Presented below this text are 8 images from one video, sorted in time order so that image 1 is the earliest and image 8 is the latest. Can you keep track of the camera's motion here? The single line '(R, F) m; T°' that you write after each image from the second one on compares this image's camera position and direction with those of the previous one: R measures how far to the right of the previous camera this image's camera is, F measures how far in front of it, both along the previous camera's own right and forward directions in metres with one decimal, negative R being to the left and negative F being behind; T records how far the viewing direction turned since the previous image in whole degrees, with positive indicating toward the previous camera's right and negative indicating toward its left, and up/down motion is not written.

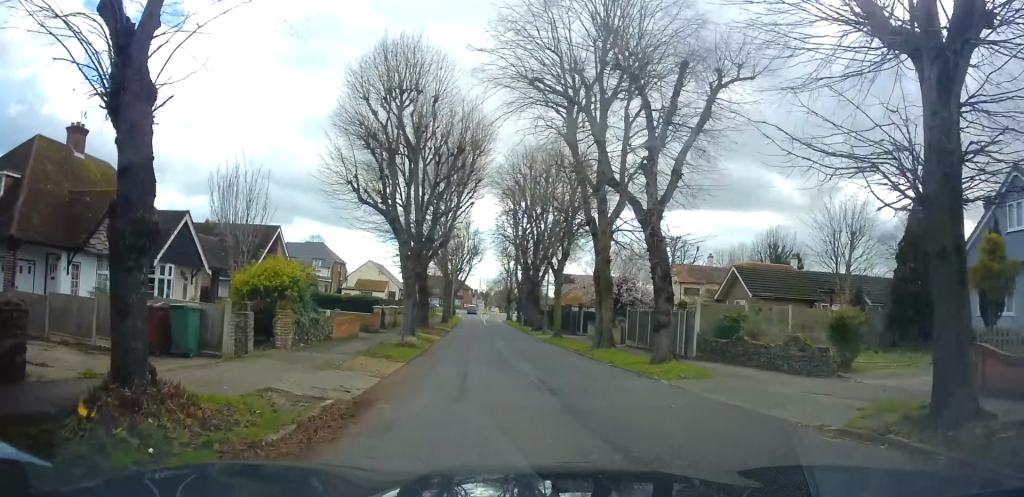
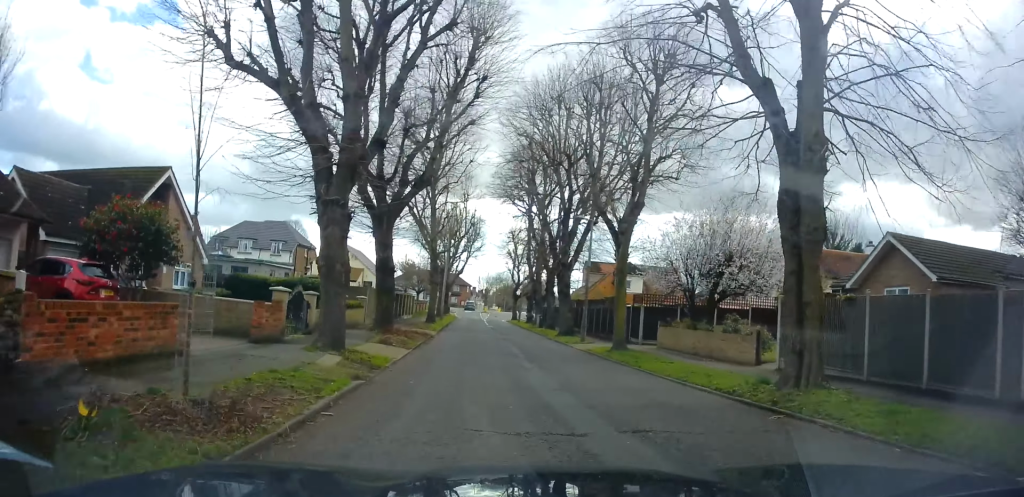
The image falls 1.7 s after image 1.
(+0.2, +15.0) m; +1°
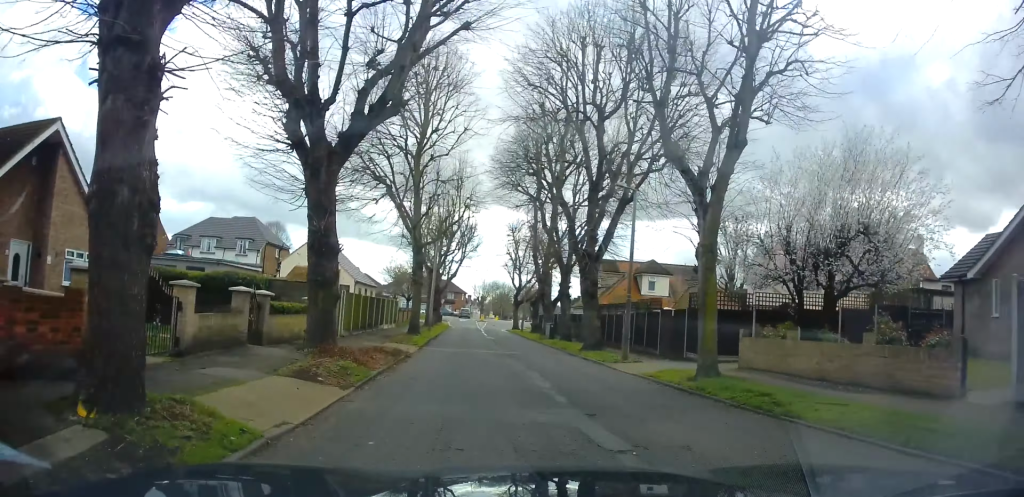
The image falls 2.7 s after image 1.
(+0.2, +7.9) m; -1°
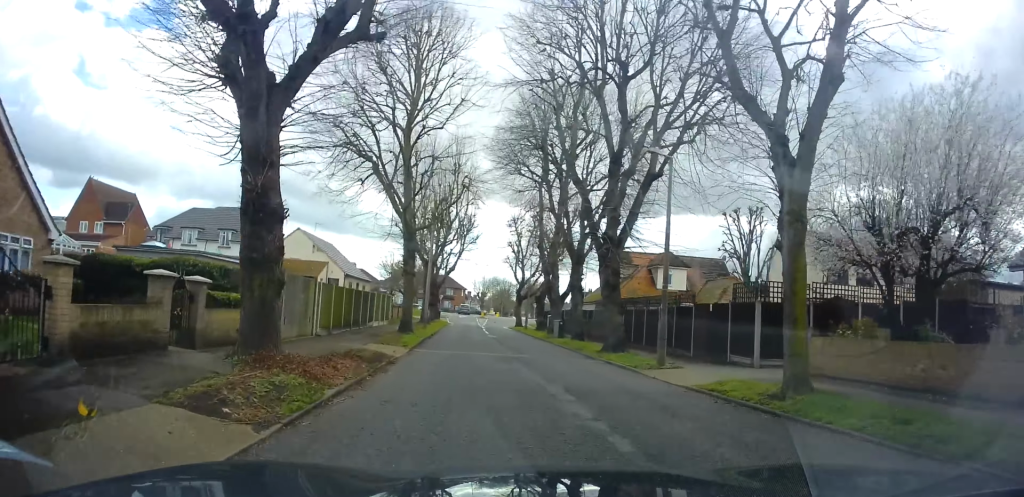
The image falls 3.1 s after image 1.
(-0.1, +3.6) m; -1°
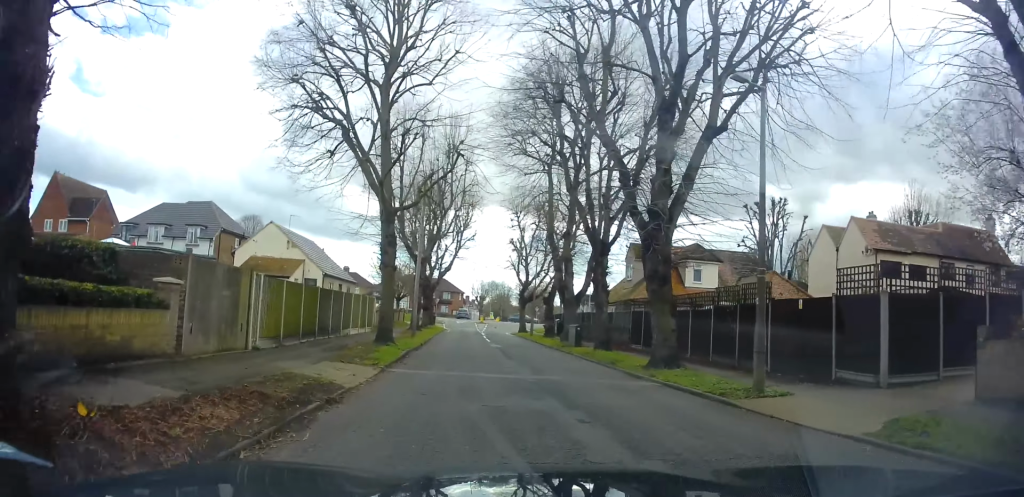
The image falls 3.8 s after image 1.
(-0.1, +5.3) m; 0°
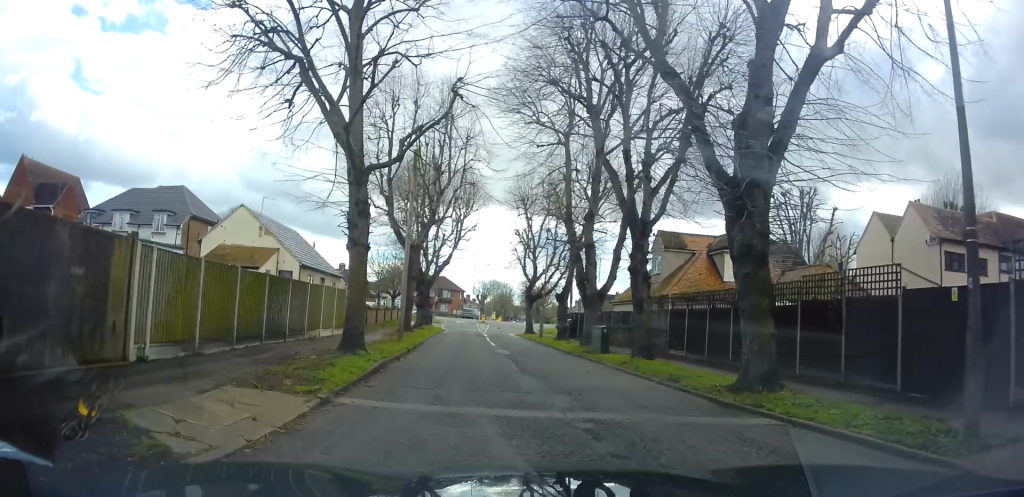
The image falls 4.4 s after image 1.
(-0.1, +4.8) m; +1°
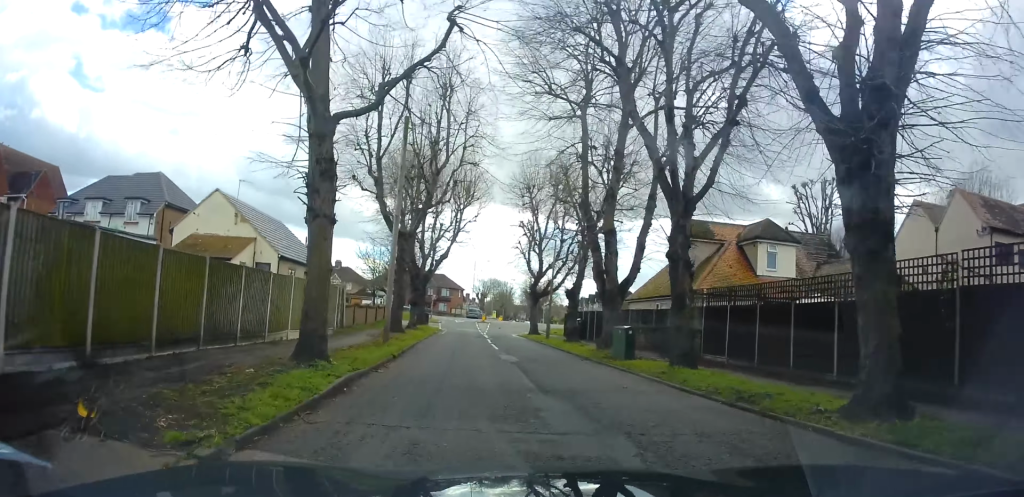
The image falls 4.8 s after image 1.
(+0.1, +3.4) m; 0°
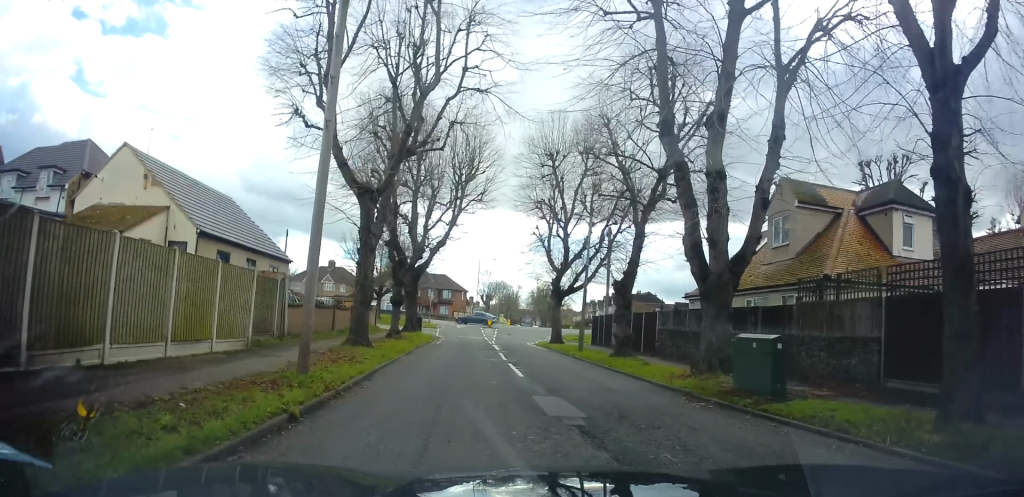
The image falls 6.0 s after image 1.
(0.0, +8.6) m; -1°
